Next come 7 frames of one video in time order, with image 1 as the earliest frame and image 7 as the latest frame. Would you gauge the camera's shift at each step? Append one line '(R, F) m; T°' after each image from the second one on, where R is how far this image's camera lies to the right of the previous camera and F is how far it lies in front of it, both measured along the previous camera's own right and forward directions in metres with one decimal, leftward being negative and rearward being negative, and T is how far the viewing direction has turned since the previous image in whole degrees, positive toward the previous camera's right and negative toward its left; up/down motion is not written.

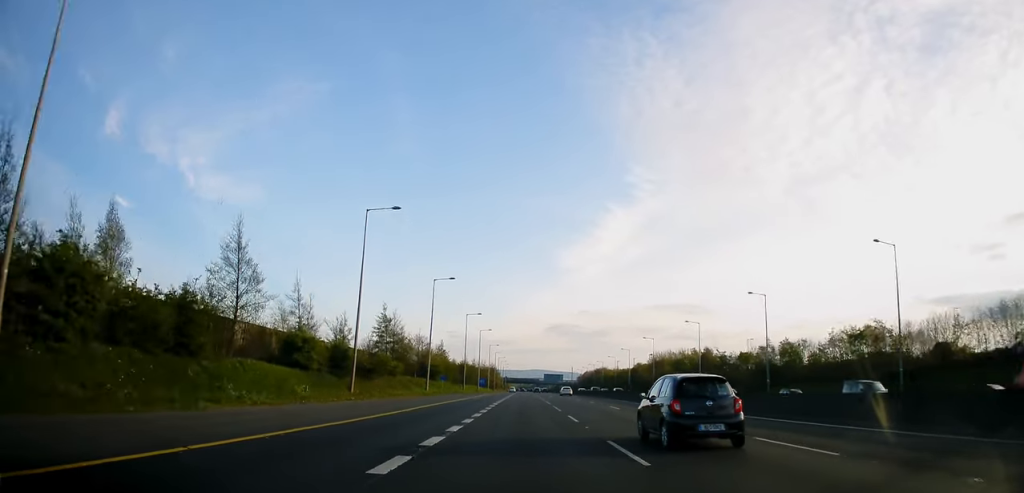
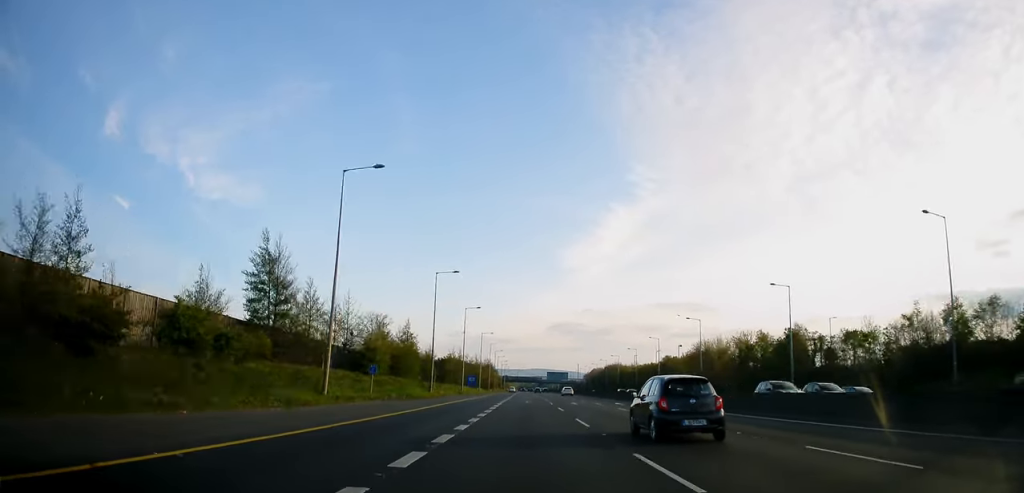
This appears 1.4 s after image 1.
(+0.3, +38.9) m; 0°
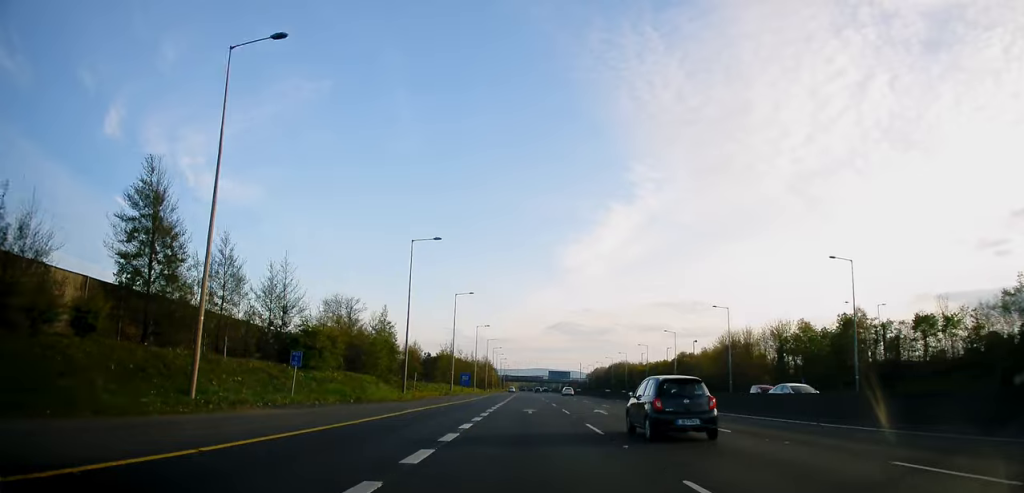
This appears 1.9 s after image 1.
(0.0, +16.2) m; 0°
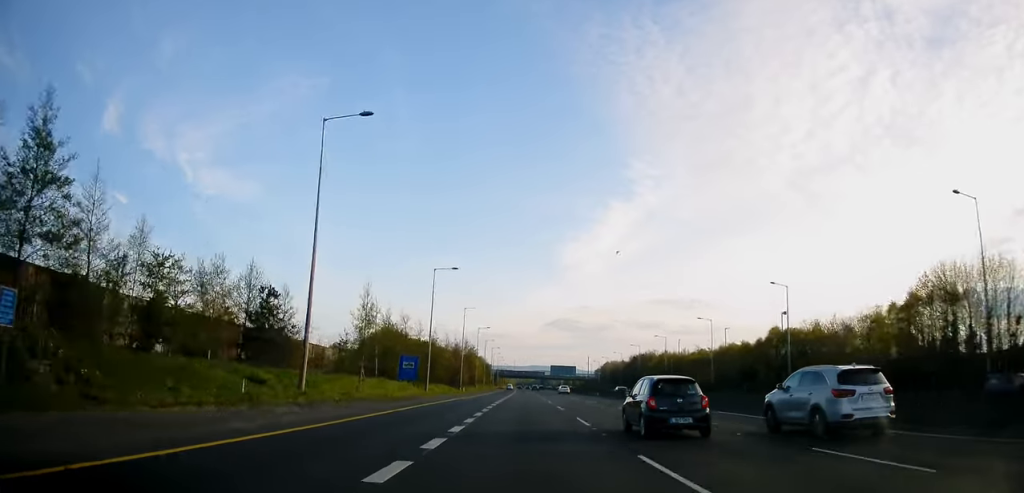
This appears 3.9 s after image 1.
(0.0, +57.5) m; 0°
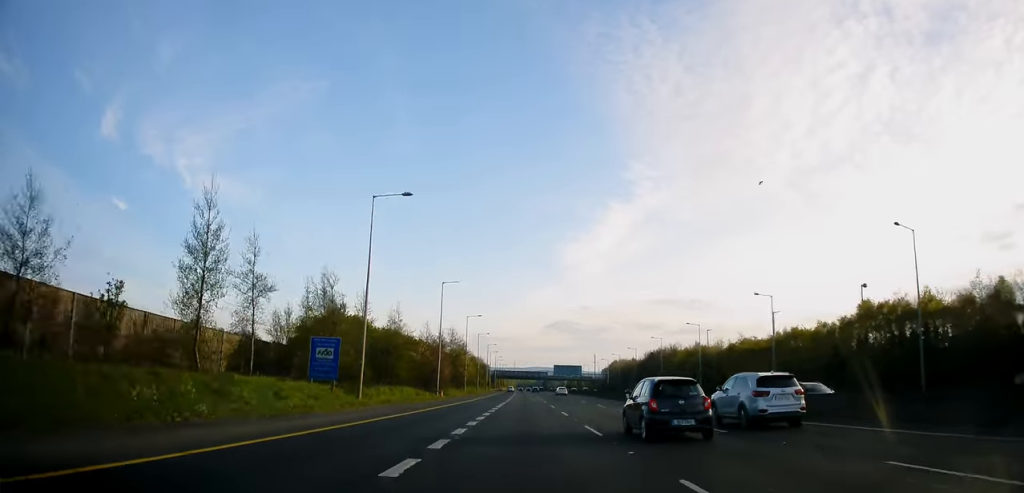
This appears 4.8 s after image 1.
(-0.1, +26.4) m; 0°
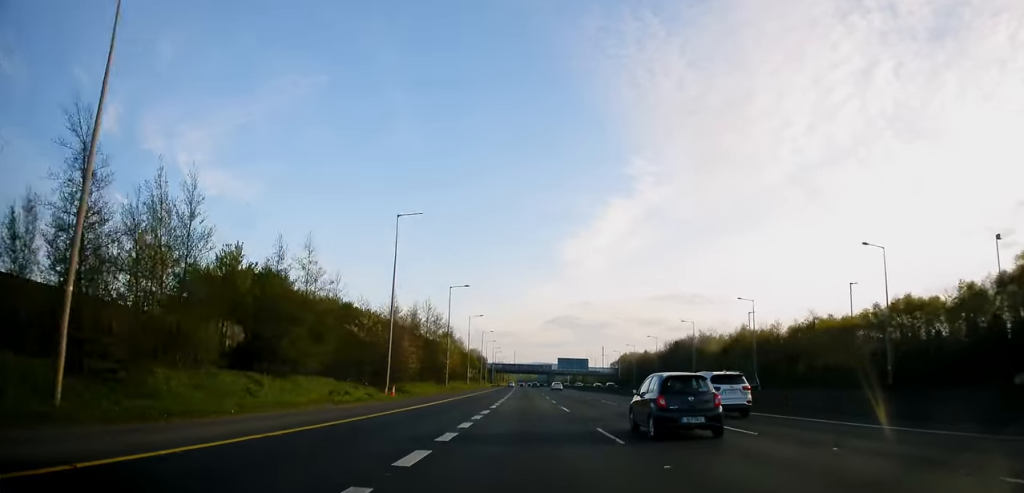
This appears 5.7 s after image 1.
(0.0, +27.6) m; 0°
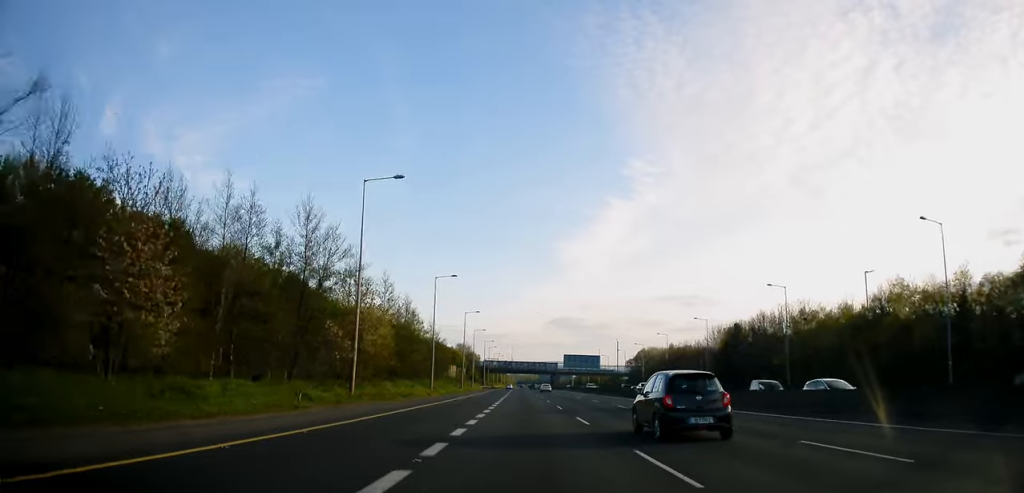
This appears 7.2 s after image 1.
(+0.1, +44.1) m; 0°
